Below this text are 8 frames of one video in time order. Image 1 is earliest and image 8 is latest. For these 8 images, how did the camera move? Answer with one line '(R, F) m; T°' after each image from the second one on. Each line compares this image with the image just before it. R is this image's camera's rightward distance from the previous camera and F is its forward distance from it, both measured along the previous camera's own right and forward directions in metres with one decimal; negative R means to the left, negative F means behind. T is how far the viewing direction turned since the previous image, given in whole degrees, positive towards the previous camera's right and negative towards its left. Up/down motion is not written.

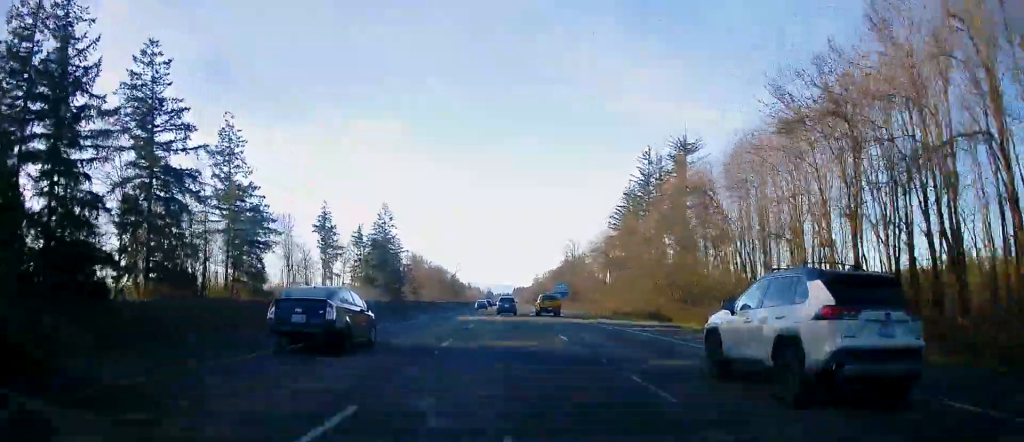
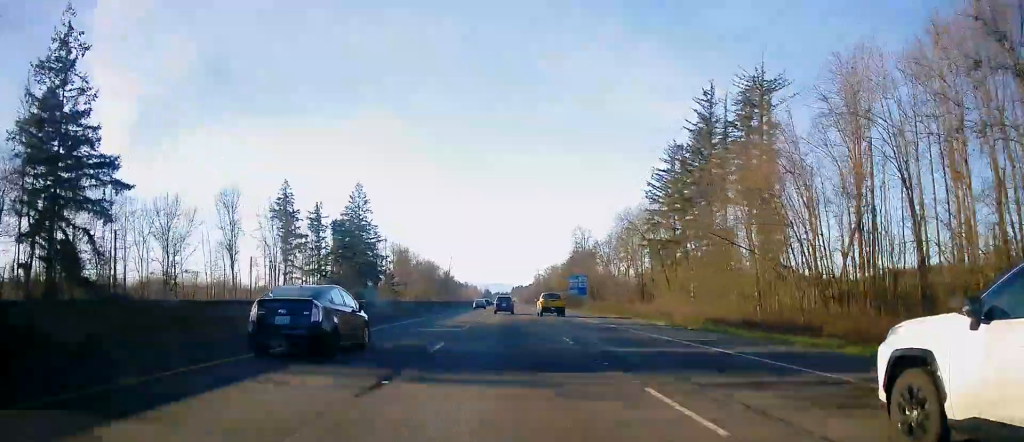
(-0.2, +38.4) m; 0°
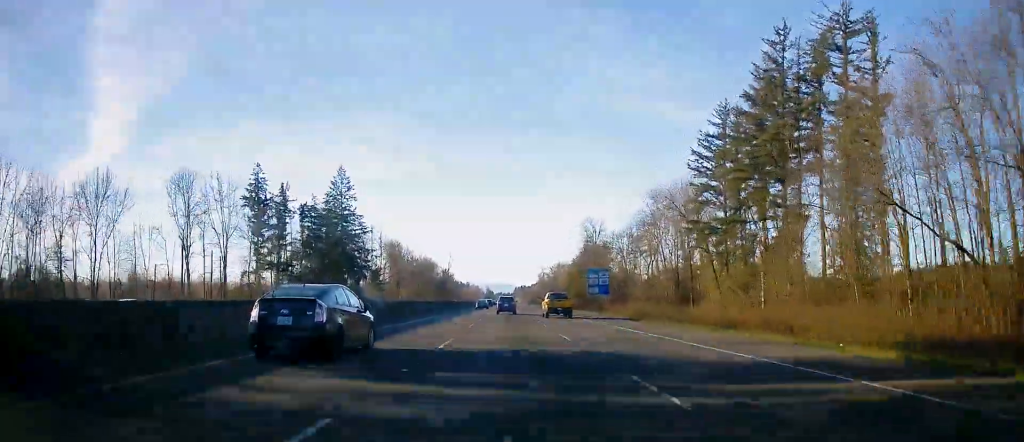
(-0.1, +23.1) m; 0°
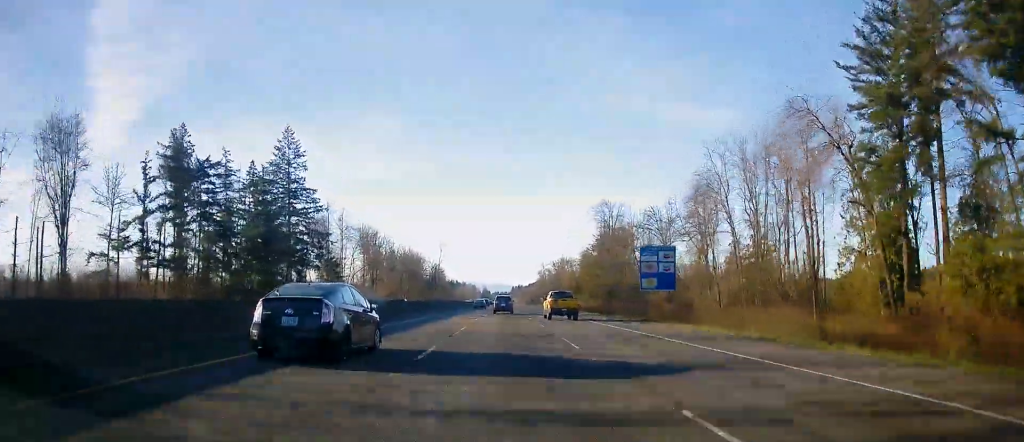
(+0.3, +39.5) m; +1°
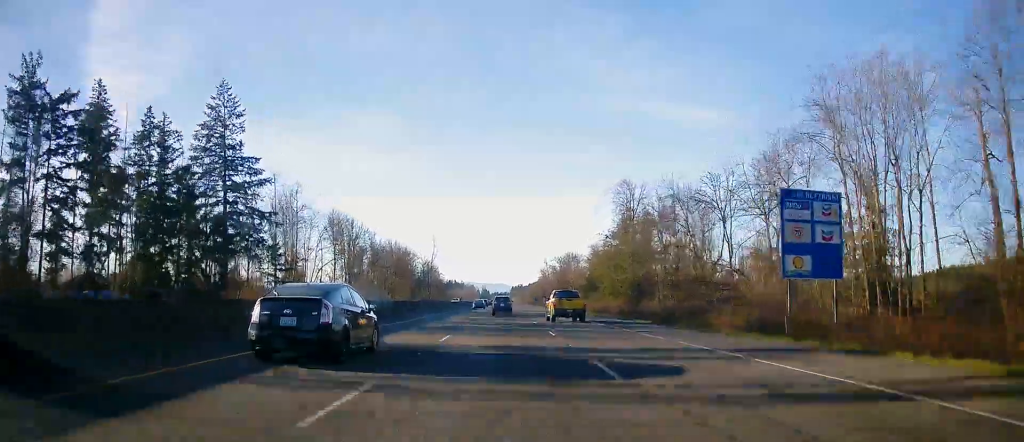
(+0.1, +30.5) m; 0°
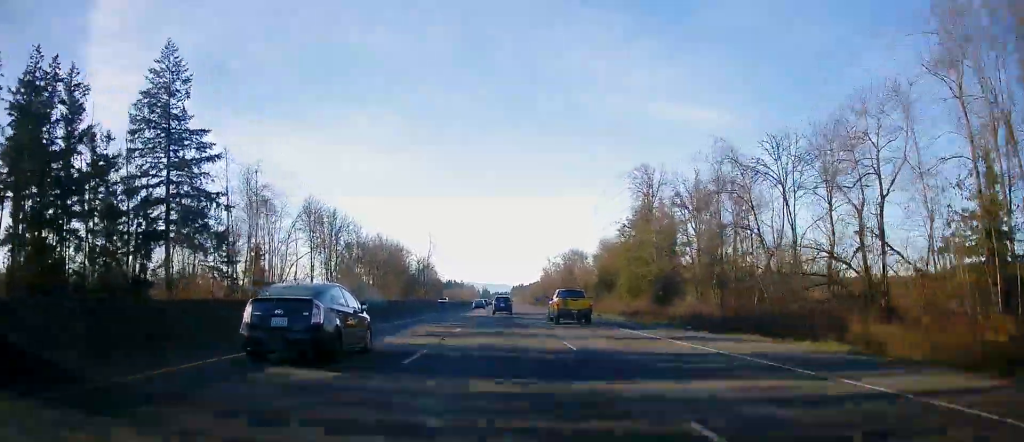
(0.0, +18.5) m; 0°
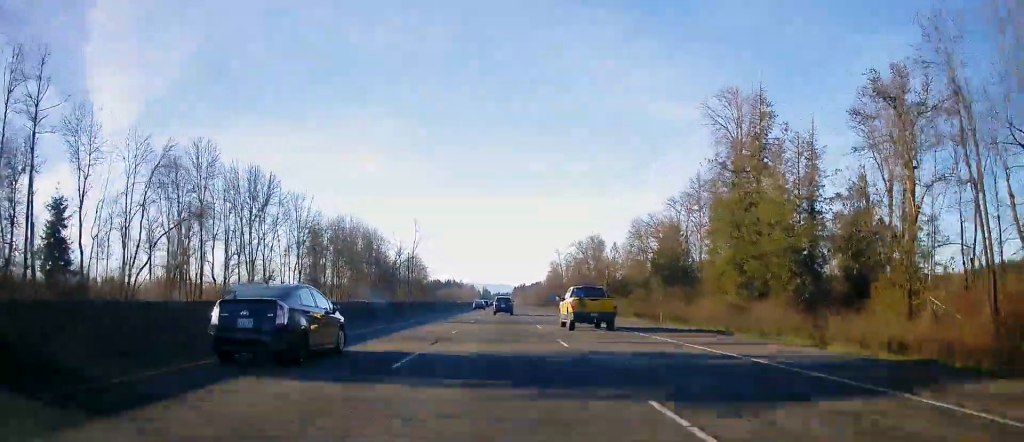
(0.0, +50.0) m; 0°
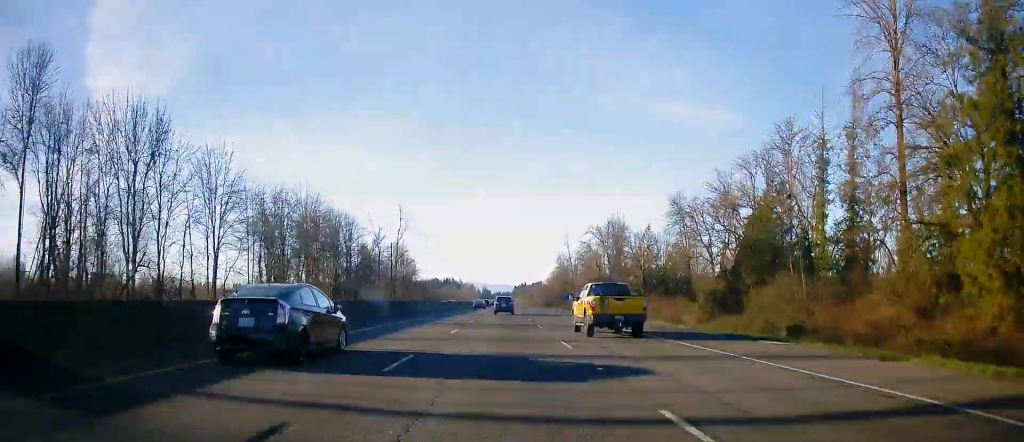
(-0.2, +36.8) m; -1°
